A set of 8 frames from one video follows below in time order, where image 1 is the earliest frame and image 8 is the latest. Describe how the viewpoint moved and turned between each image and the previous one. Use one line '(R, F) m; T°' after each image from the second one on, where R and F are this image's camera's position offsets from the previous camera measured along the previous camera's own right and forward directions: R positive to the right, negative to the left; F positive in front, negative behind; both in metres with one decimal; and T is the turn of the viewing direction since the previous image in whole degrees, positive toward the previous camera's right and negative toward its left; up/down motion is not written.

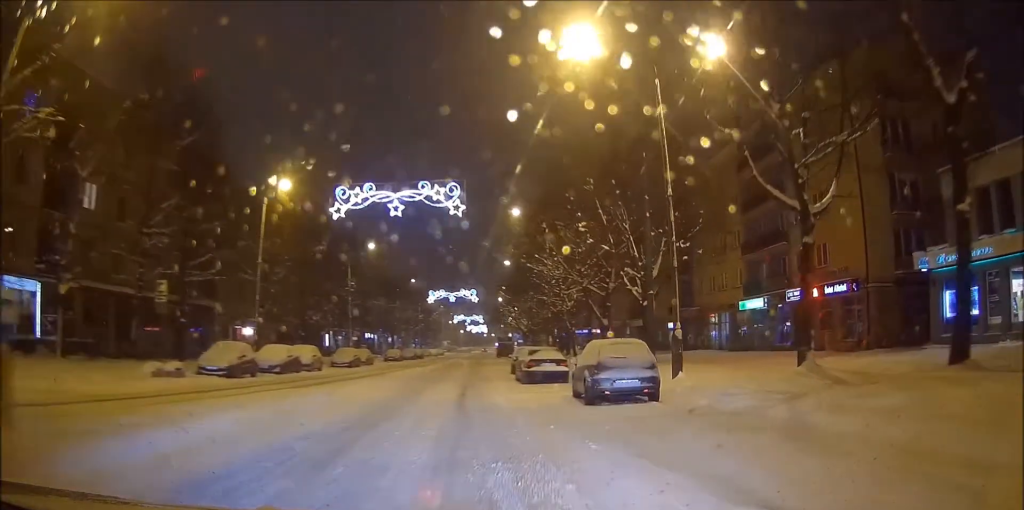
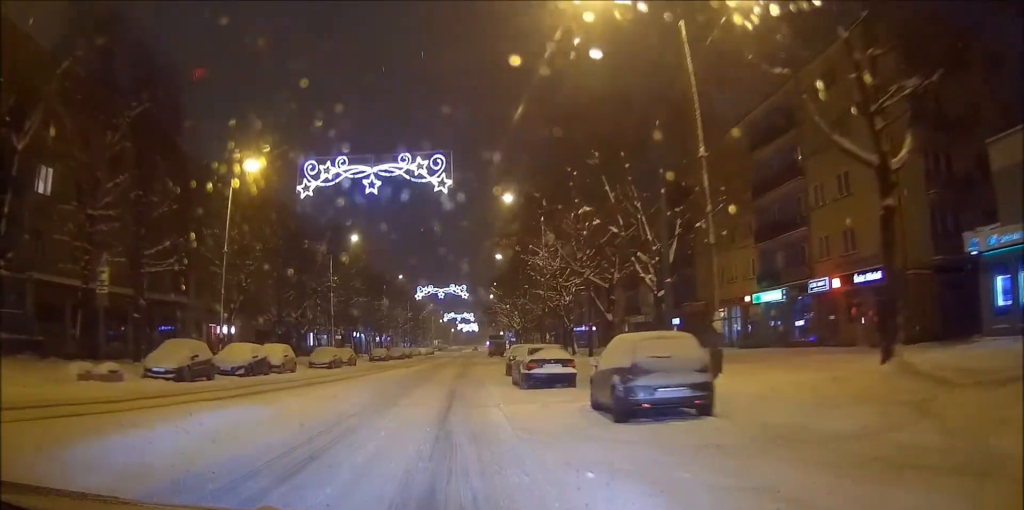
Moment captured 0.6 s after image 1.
(+0.3, +4.1) m; +3°
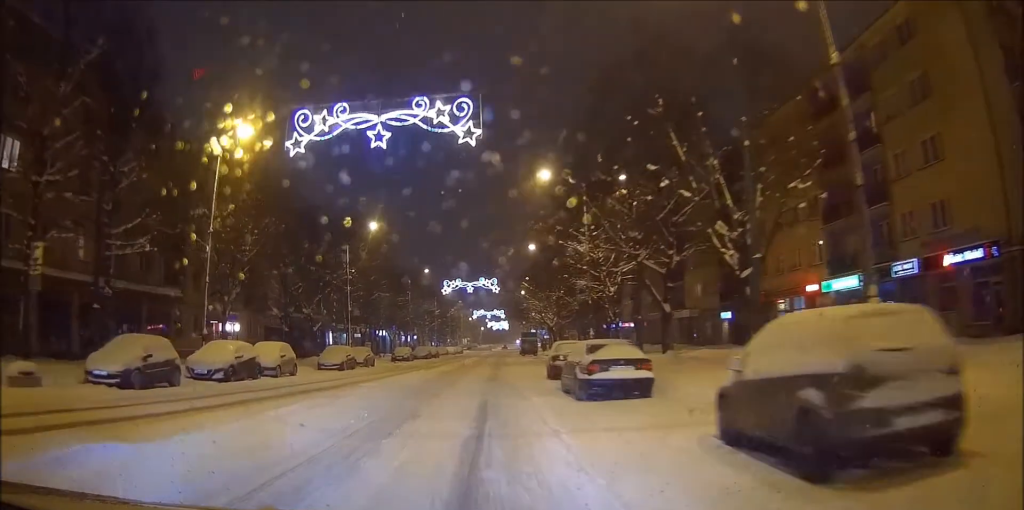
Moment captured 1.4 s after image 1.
(+0.3, +5.8) m; +1°
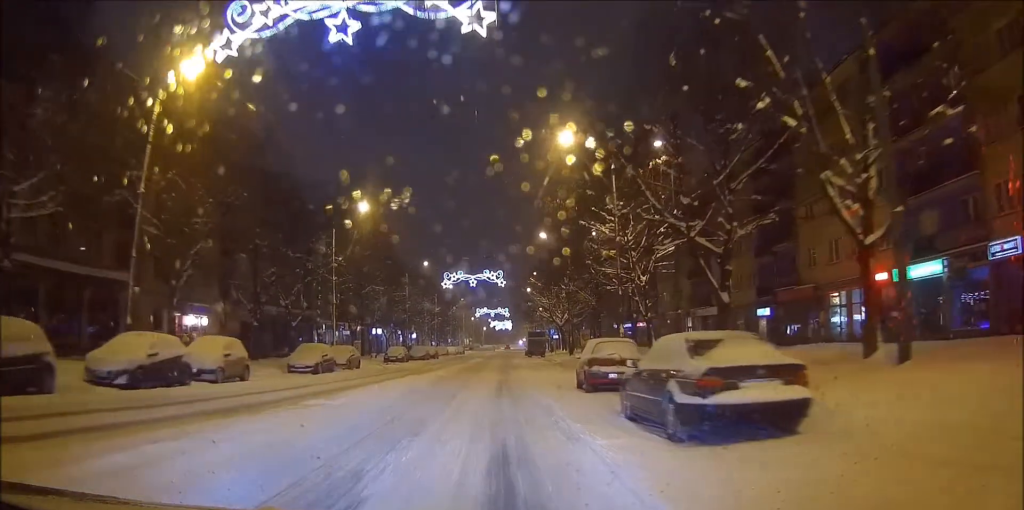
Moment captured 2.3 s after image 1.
(-0.2, +7.3) m; -2°
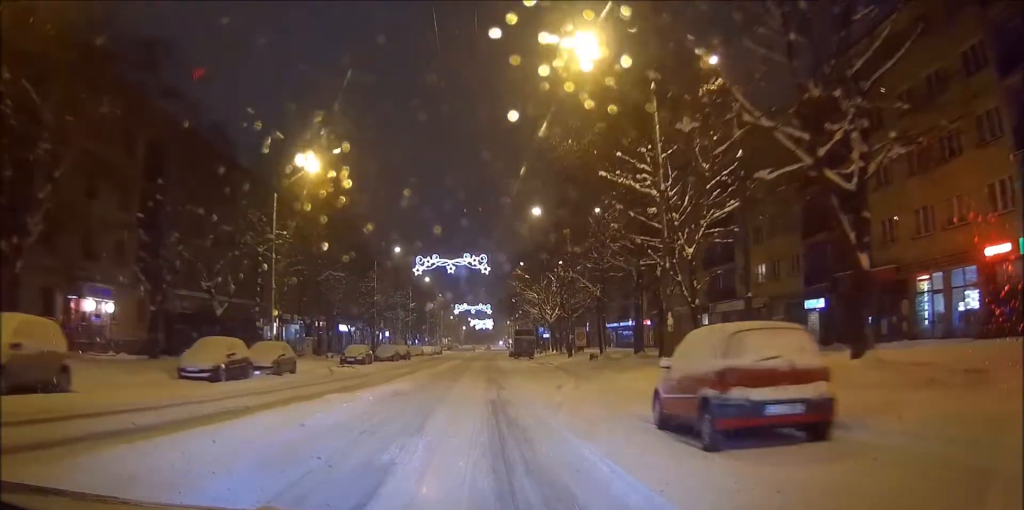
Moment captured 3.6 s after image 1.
(0.0, +11.0) m; +1°
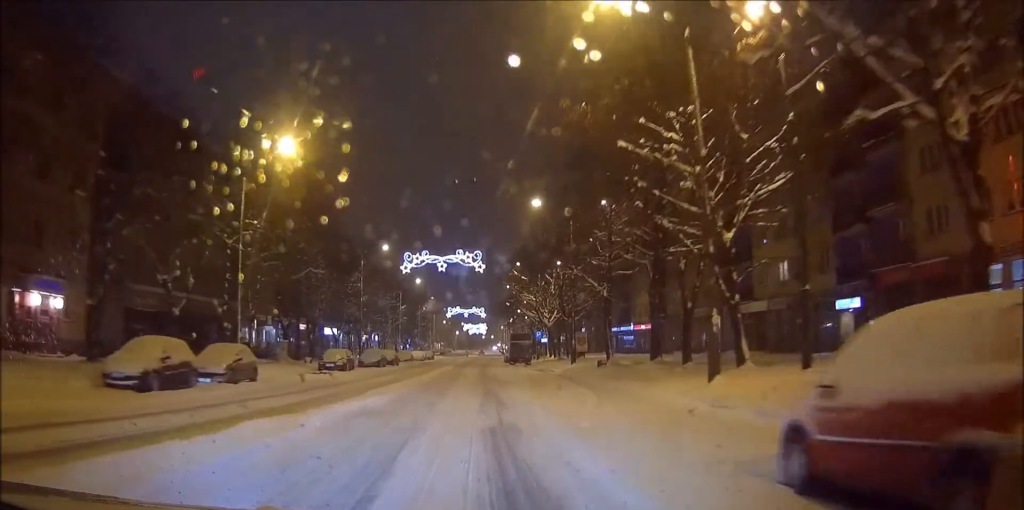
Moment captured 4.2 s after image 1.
(0.0, +4.7) m; +1°
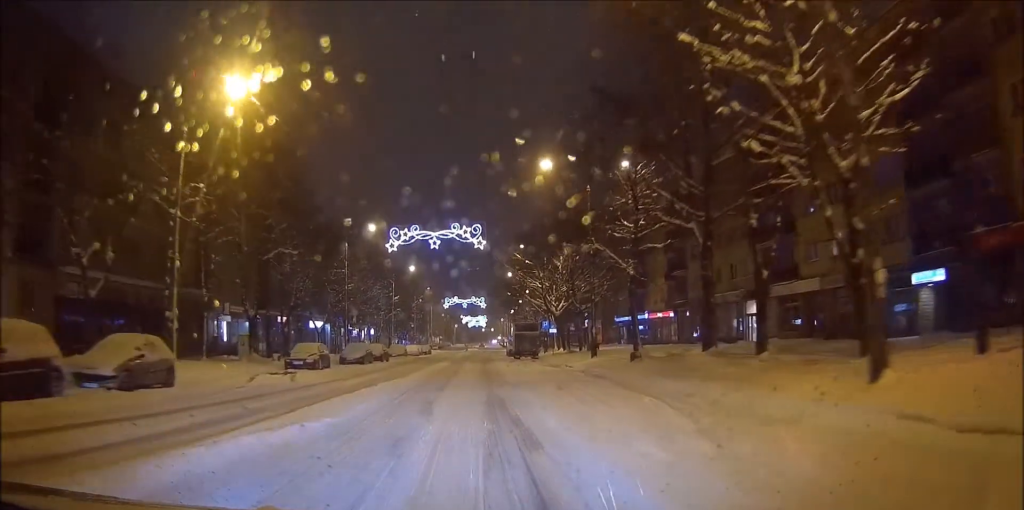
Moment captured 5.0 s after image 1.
(+0.1, +7.7) m; 0°
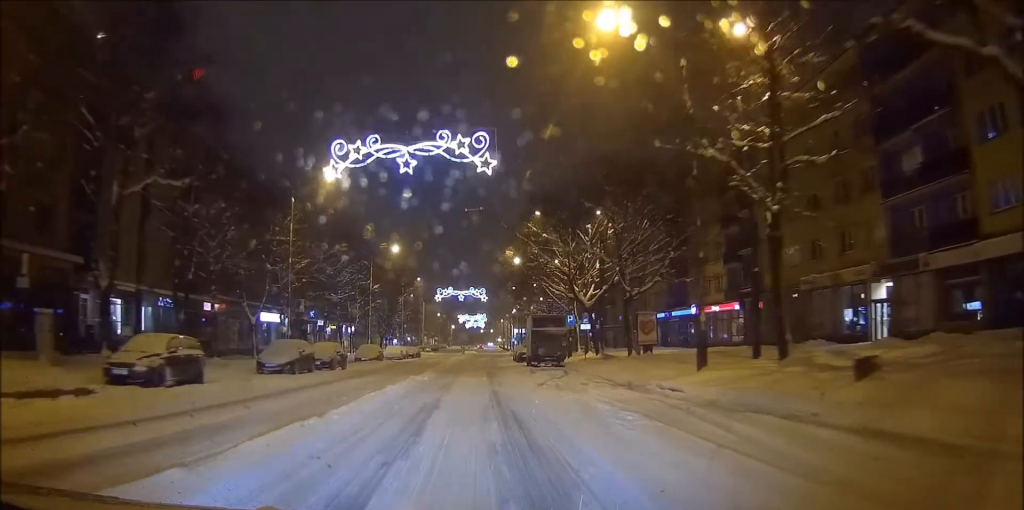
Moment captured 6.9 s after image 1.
(0.0, +18.2) m; 0°
